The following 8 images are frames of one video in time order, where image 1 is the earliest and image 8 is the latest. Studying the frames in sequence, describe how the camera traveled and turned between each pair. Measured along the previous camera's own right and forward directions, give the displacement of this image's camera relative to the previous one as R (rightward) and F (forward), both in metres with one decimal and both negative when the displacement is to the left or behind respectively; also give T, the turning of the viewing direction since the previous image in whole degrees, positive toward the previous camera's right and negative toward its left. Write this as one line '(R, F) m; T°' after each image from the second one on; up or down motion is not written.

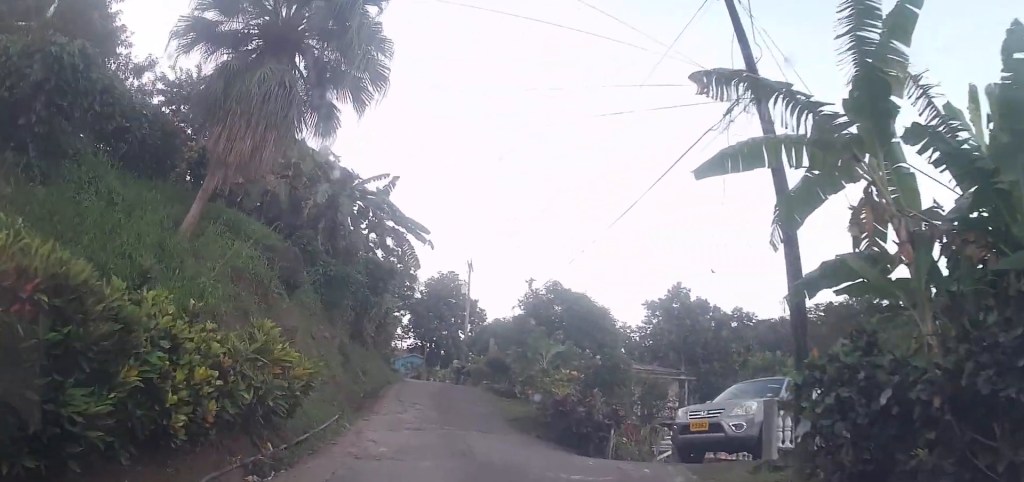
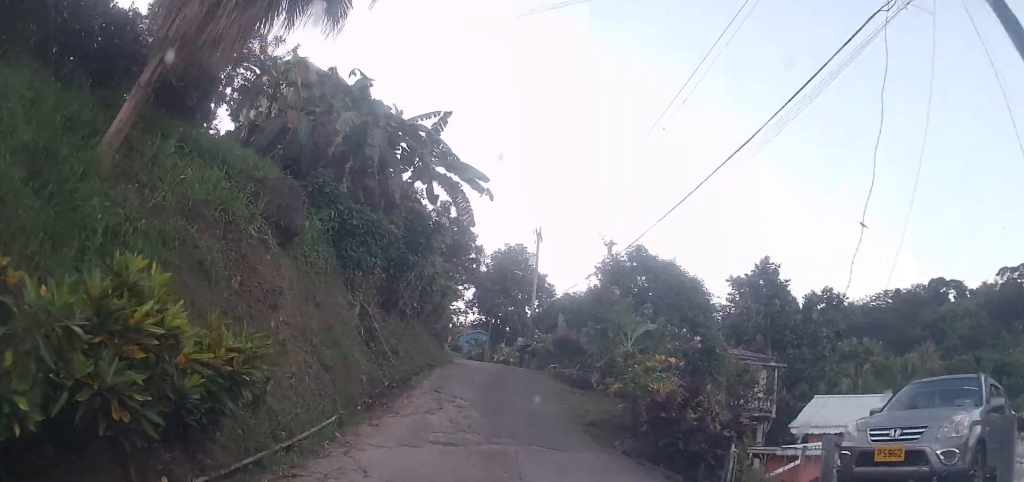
(-0.4, +3.0) m; -16°
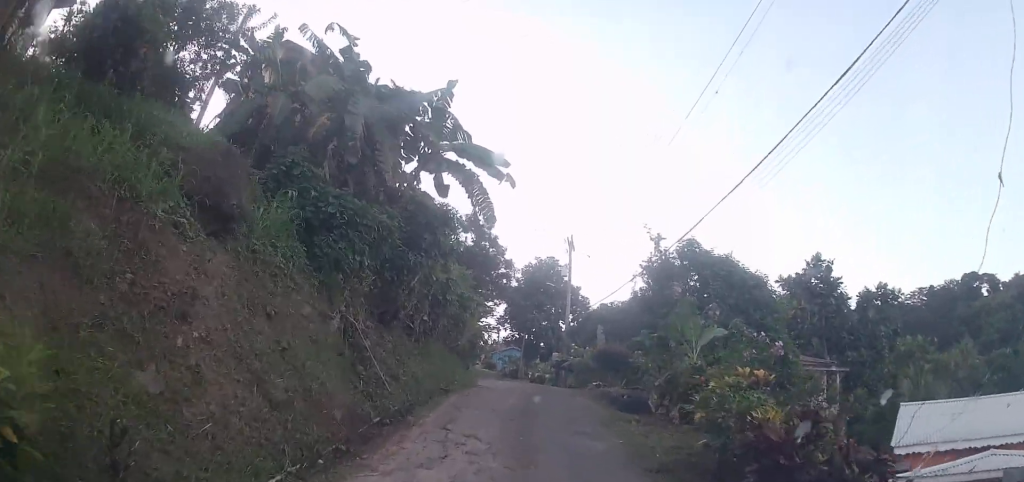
(-0.4, +3.3) m; -1°
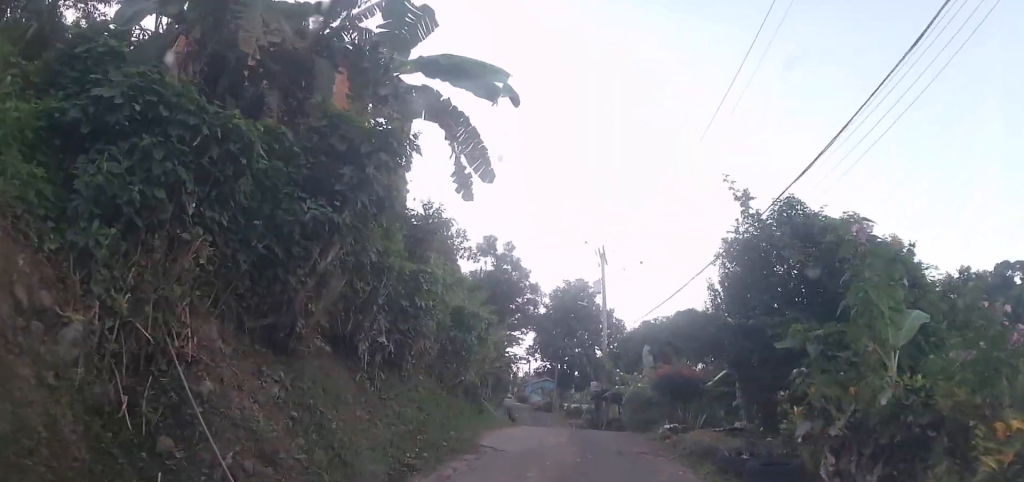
(+0.2, +6.6) m; +3°
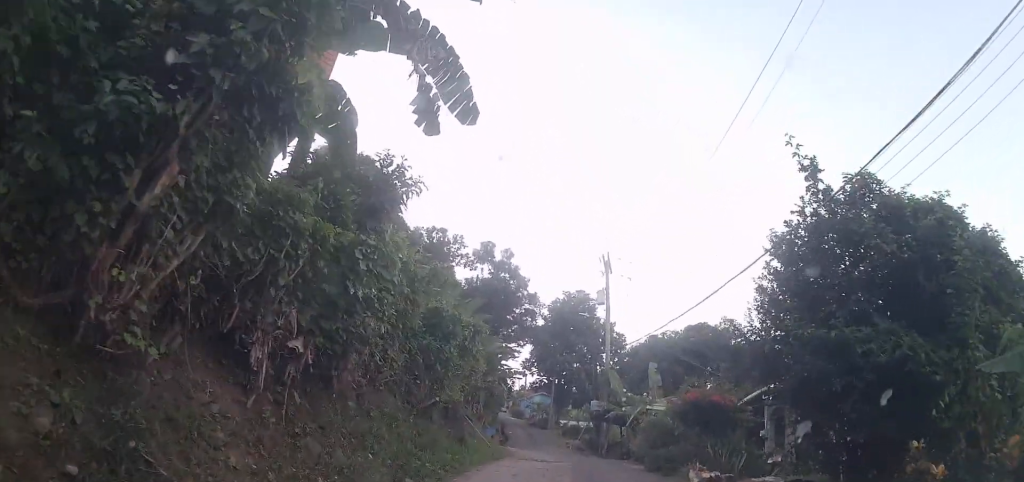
(0.0, +3.0) m; -2°
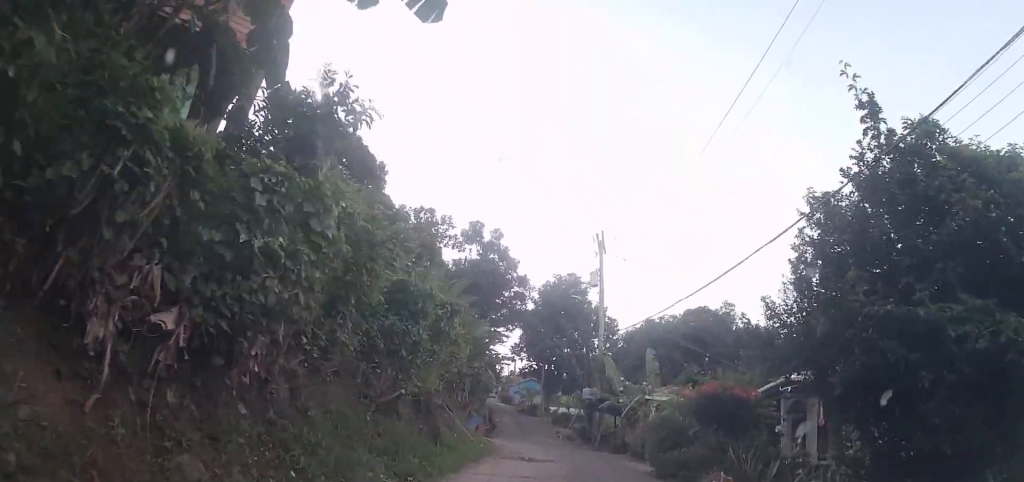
(0.0, +2.0) m; -2°
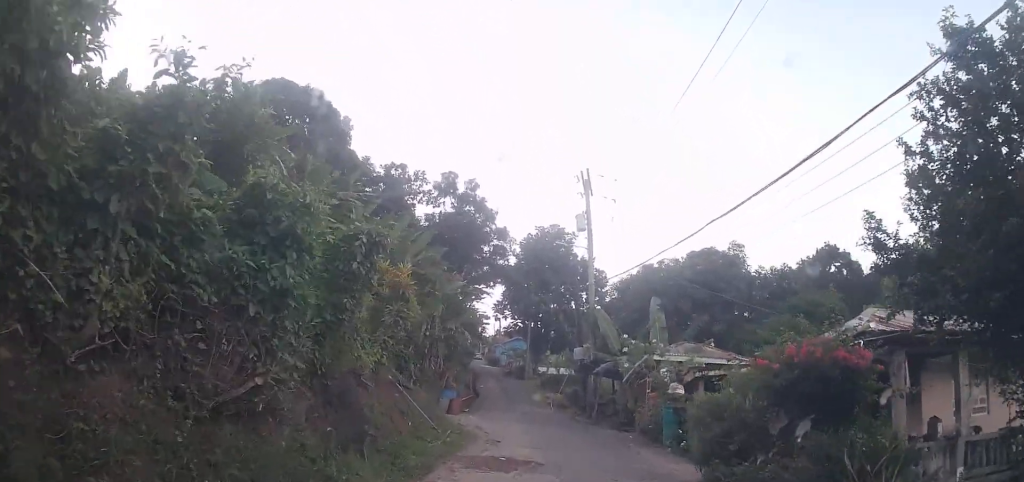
(-0.2, +3.8) m; -5°
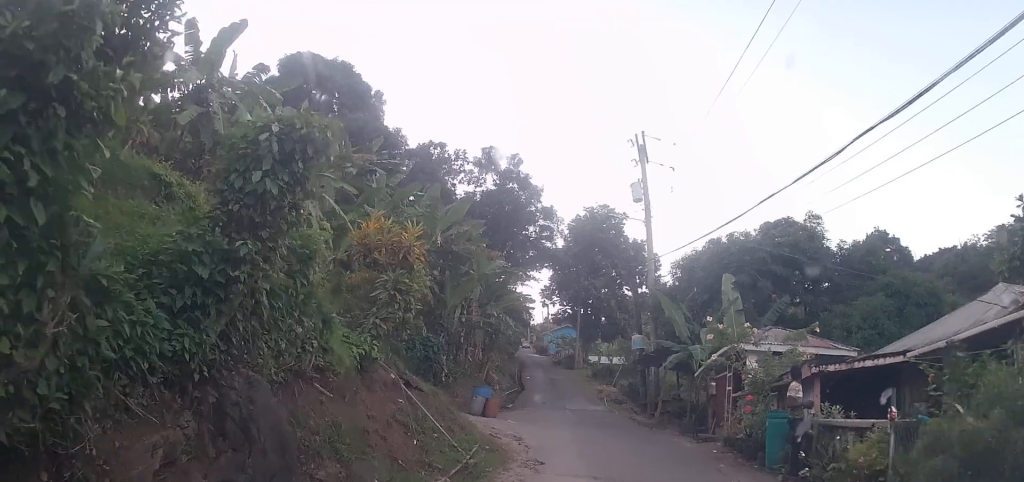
(-0.1, +3.0) m; -1°
